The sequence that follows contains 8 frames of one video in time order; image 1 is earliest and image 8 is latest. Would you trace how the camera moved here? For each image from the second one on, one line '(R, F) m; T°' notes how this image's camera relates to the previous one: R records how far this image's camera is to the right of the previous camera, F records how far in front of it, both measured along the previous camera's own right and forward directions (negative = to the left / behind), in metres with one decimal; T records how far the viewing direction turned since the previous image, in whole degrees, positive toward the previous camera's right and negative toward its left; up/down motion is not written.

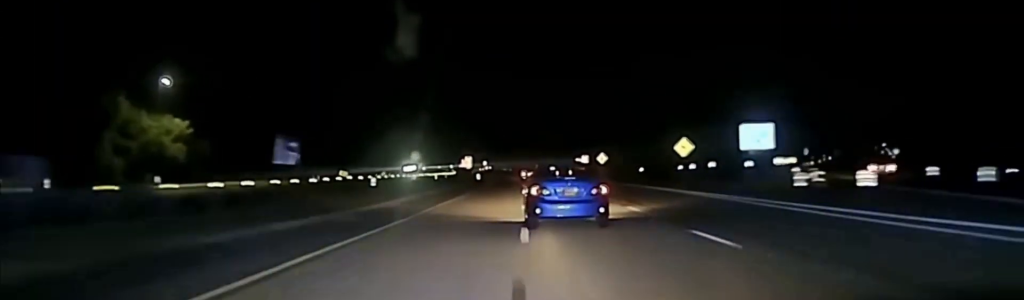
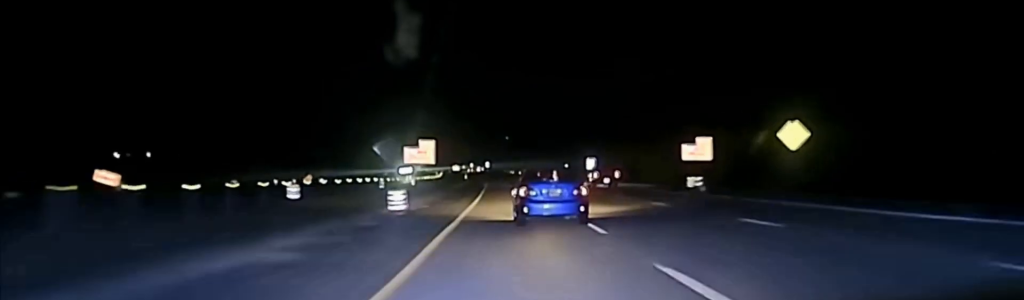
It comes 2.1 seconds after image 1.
(-0.8, +98.8) m; 0°
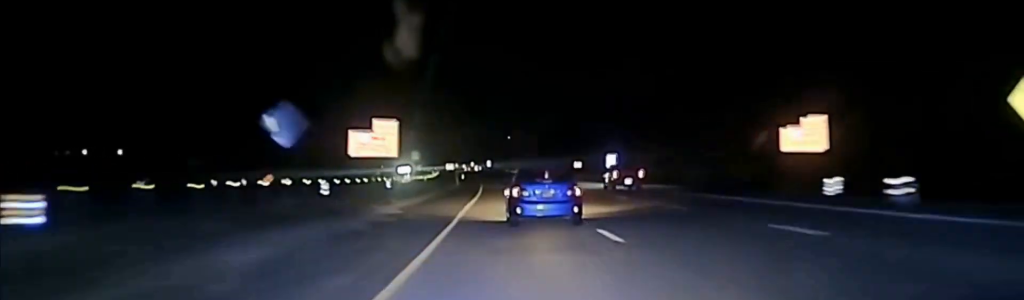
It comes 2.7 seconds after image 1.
(+0.1, +25.8) m; 0°
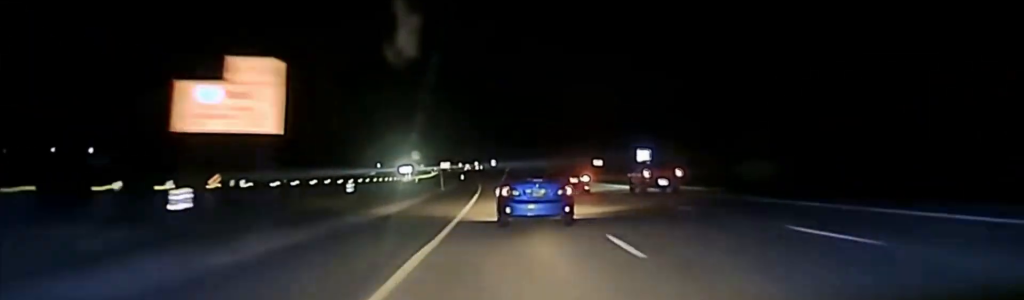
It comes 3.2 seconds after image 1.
(0.0, +24.6) m; 0°
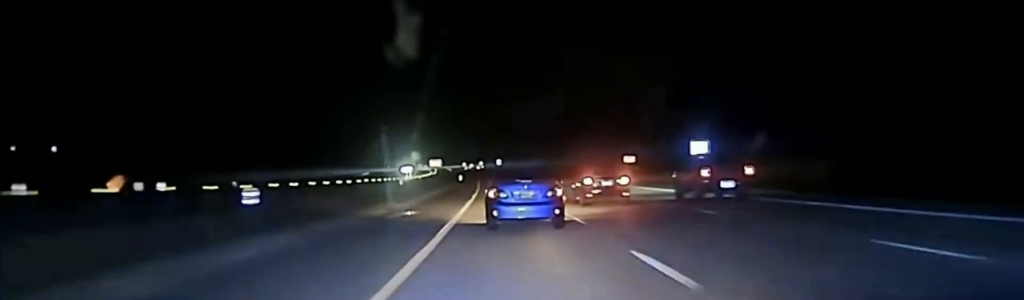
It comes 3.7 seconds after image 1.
(0.0, +27.6) m; 0°
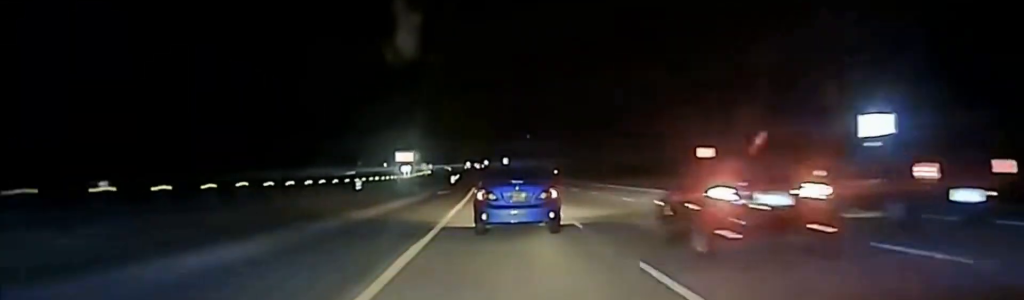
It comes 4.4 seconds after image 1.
(+0.1, +33.0) m; 0°
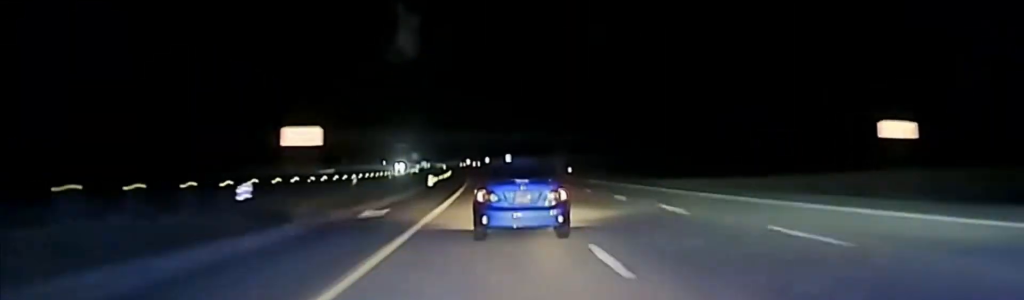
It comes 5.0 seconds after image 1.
(-0.3, +33.2) m; -1°
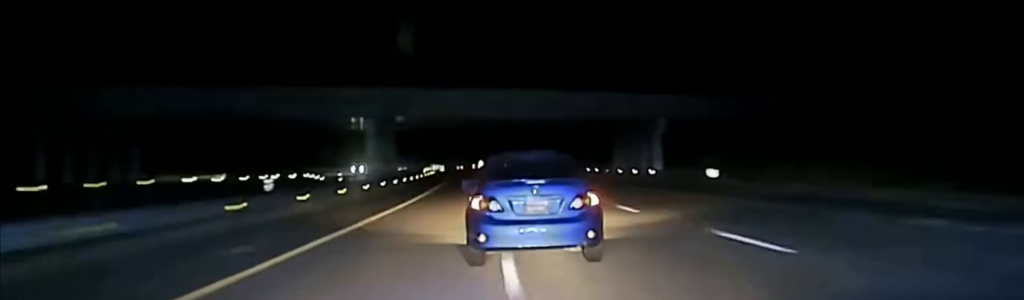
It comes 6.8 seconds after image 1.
(-1.4, +97.3) m; -1°
